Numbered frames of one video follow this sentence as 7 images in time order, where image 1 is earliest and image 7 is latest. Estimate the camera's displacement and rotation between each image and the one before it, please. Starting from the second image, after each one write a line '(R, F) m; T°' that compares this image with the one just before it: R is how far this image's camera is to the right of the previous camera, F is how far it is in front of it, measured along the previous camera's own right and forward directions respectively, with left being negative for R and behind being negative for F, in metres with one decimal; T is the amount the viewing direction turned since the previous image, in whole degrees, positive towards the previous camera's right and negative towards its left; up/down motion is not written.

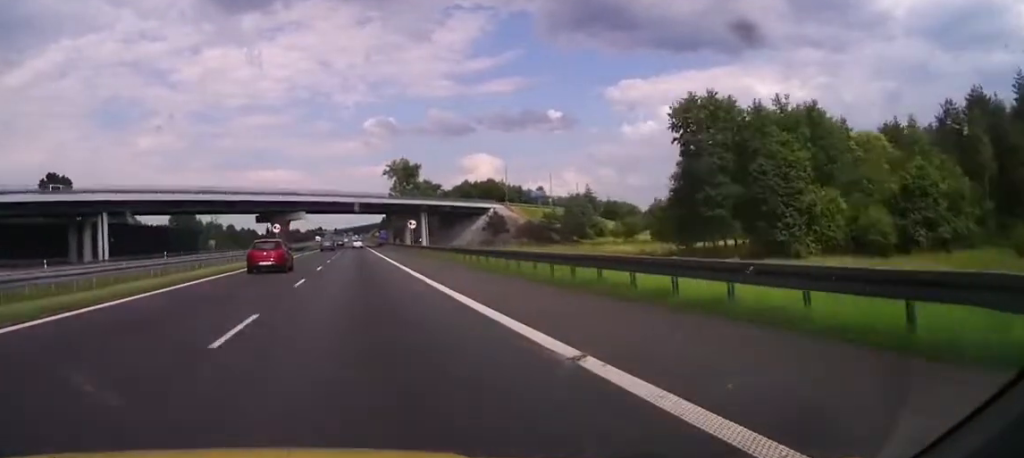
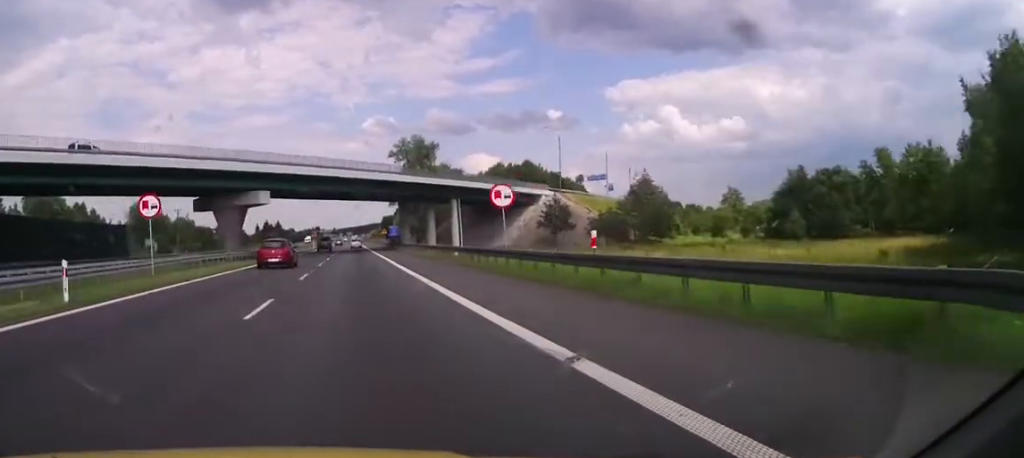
(0.0, +45.7) m; 0°
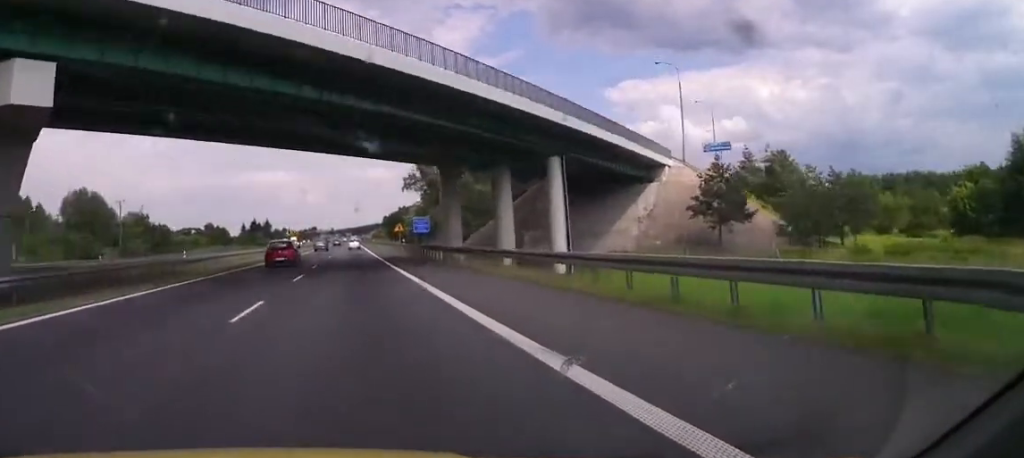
(0.0, +49.0) m; 0°
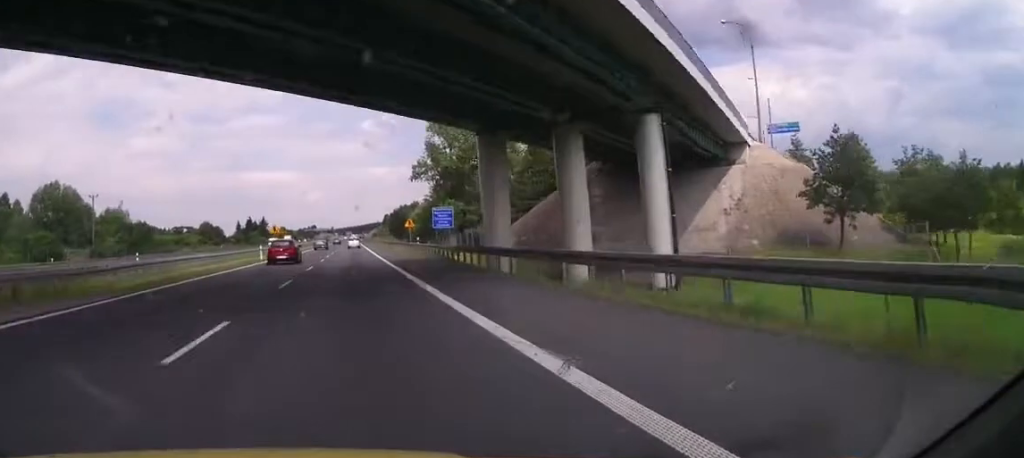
(0.0, +16.1) m; 0°
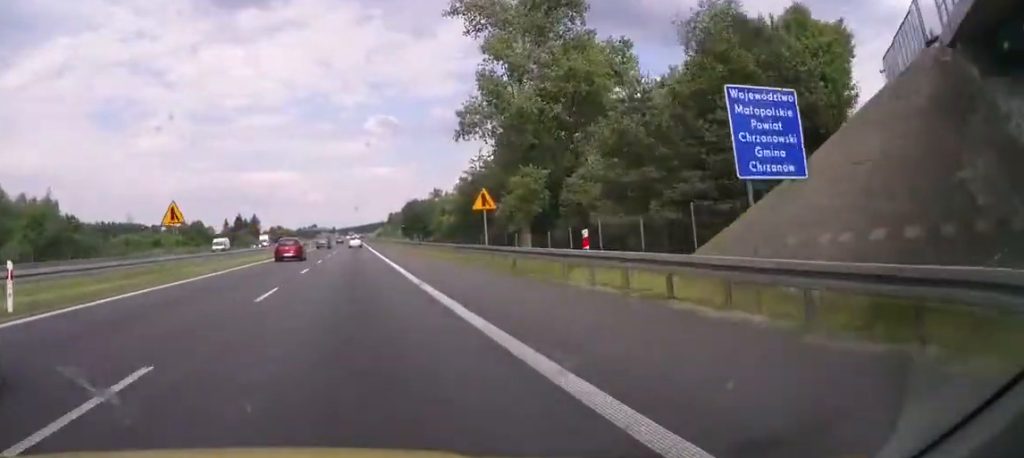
(0.0, +40.9) m; 0°
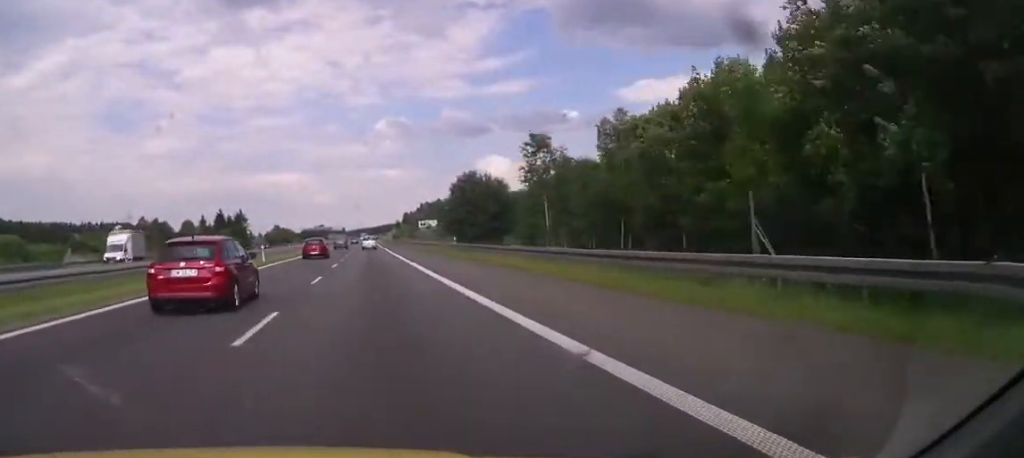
(0.0, +67.6) m; 0°
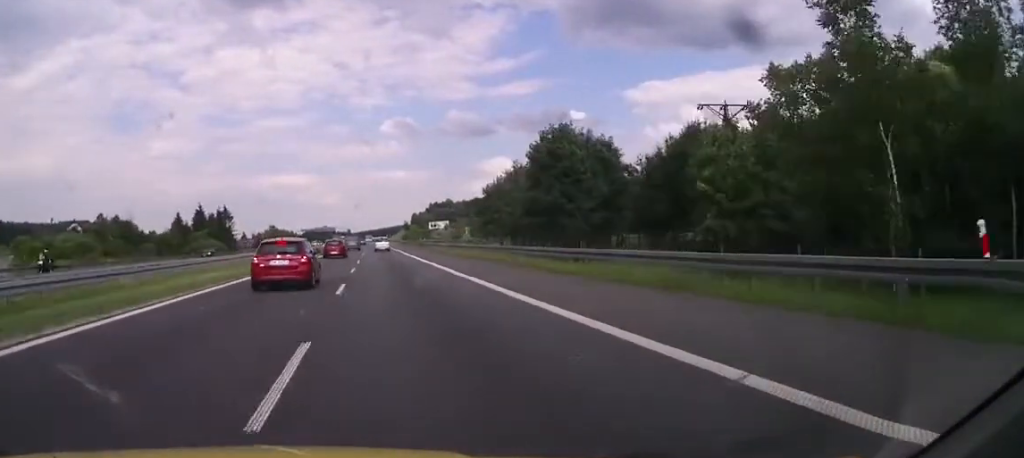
(0.0, +40.2) m; 0°
